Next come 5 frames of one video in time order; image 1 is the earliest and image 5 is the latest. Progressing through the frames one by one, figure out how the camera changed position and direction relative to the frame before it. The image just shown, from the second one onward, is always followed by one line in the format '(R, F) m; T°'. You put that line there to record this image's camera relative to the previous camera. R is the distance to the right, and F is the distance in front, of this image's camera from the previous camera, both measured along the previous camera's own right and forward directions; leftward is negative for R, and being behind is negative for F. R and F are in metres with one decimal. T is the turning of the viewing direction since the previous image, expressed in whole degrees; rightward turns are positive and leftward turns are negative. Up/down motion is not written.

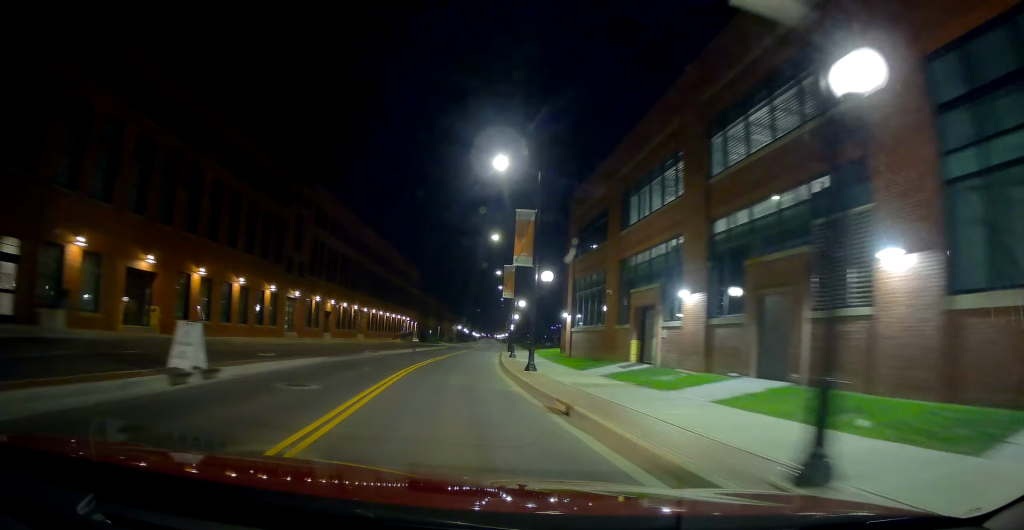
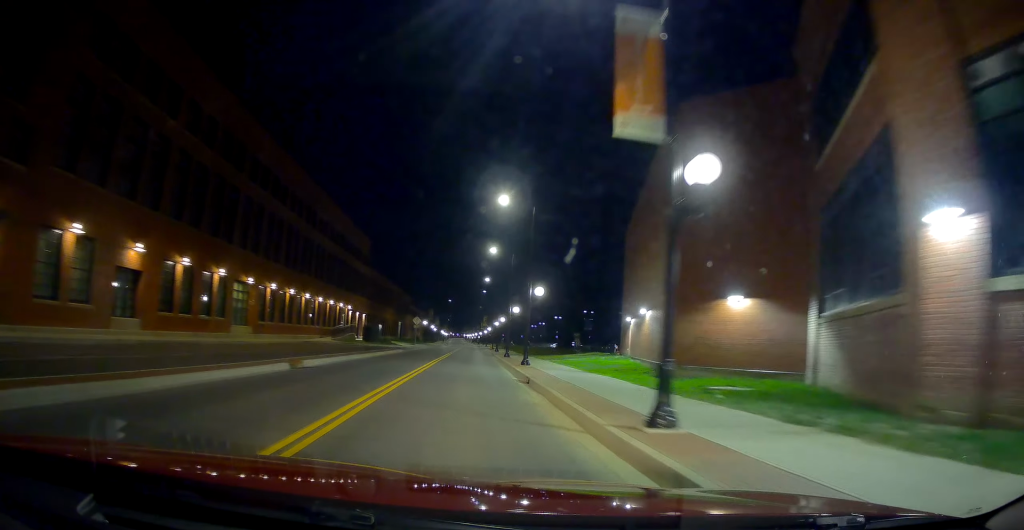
(-1.4, +33.2) m; -5°
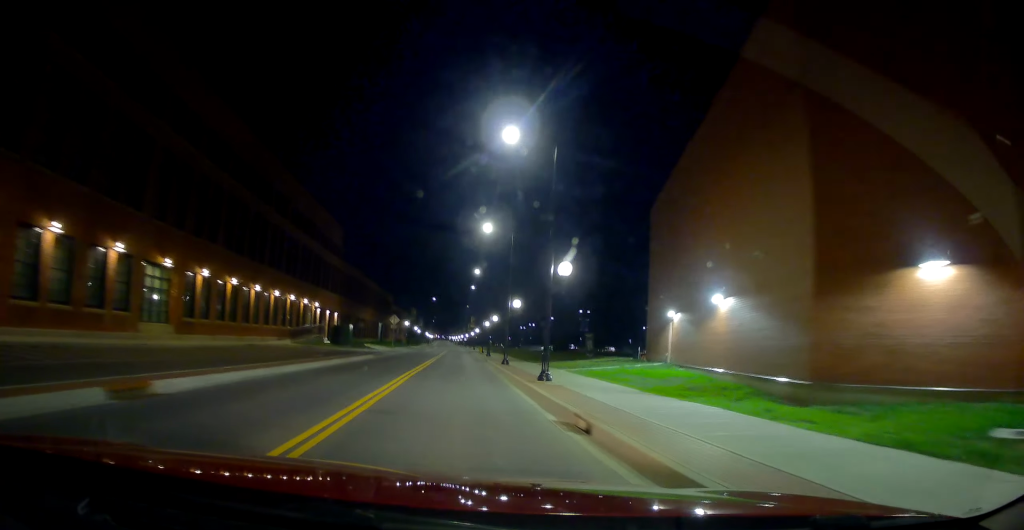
(+0.3, +10.3) m; +2°
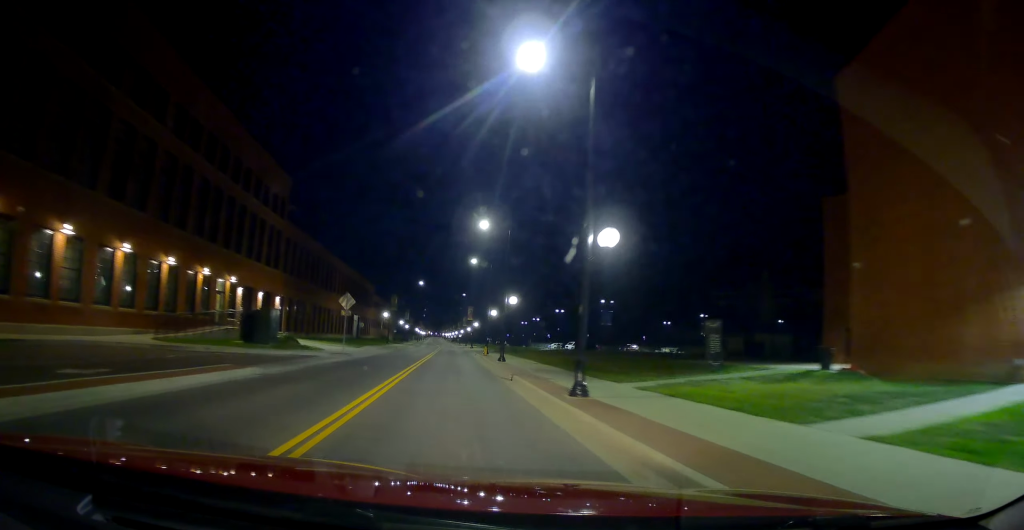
(+0.1, +23.0) m; -2°
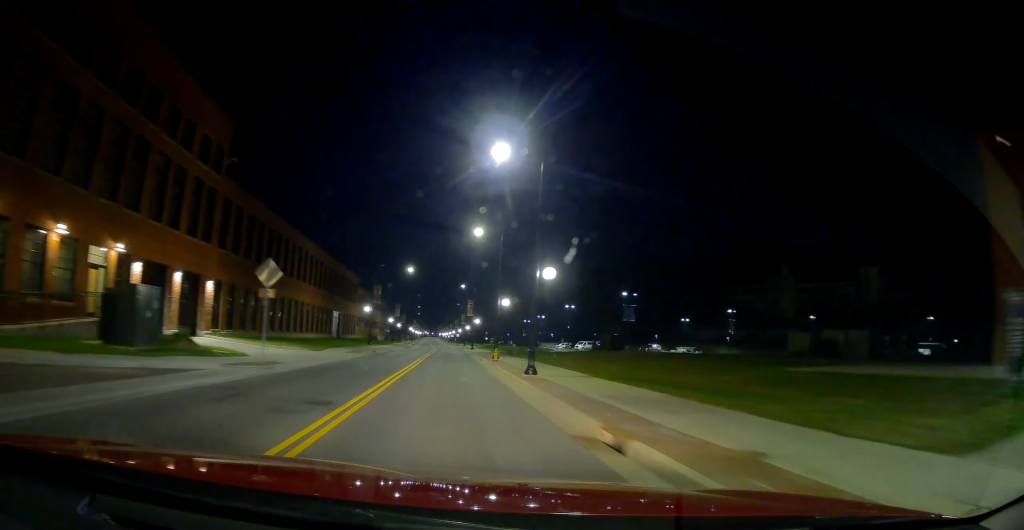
(-0.4, +13.9) m; 0°
